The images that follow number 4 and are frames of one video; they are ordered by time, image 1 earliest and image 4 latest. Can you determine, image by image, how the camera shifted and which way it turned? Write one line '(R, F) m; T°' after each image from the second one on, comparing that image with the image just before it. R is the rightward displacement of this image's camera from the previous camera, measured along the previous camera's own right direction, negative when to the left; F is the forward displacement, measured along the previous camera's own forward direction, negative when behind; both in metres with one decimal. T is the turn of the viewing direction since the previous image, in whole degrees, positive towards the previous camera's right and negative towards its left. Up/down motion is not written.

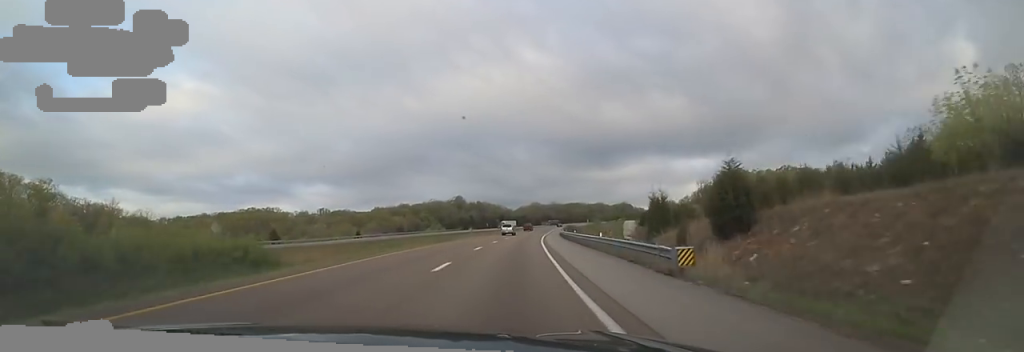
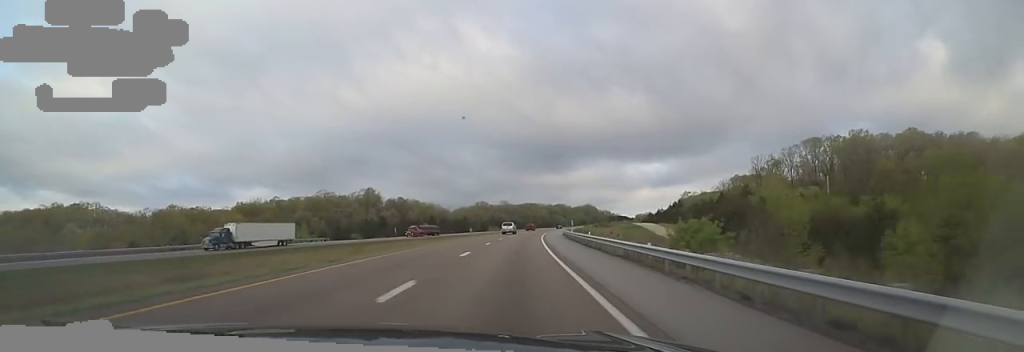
(+6.2, +102.8) m; +7°
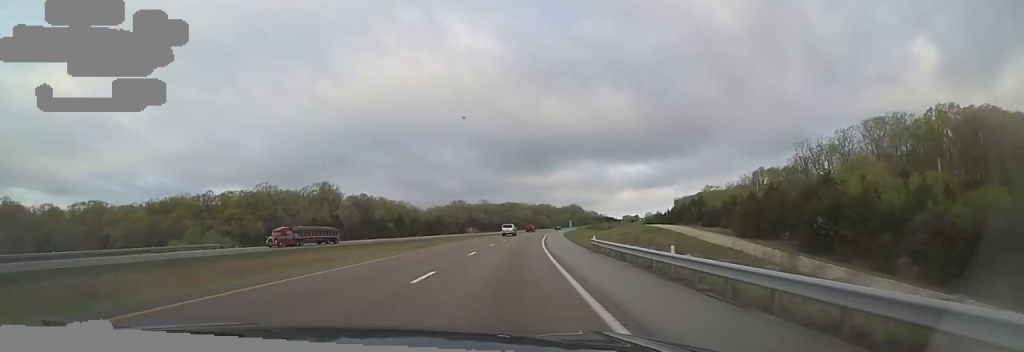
(+0.8, +34.1) m; +3°
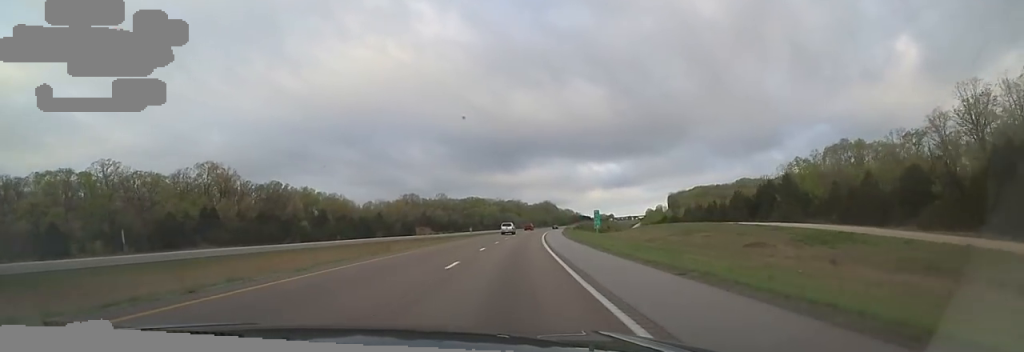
(+1.2, +58.2) m; +4°
